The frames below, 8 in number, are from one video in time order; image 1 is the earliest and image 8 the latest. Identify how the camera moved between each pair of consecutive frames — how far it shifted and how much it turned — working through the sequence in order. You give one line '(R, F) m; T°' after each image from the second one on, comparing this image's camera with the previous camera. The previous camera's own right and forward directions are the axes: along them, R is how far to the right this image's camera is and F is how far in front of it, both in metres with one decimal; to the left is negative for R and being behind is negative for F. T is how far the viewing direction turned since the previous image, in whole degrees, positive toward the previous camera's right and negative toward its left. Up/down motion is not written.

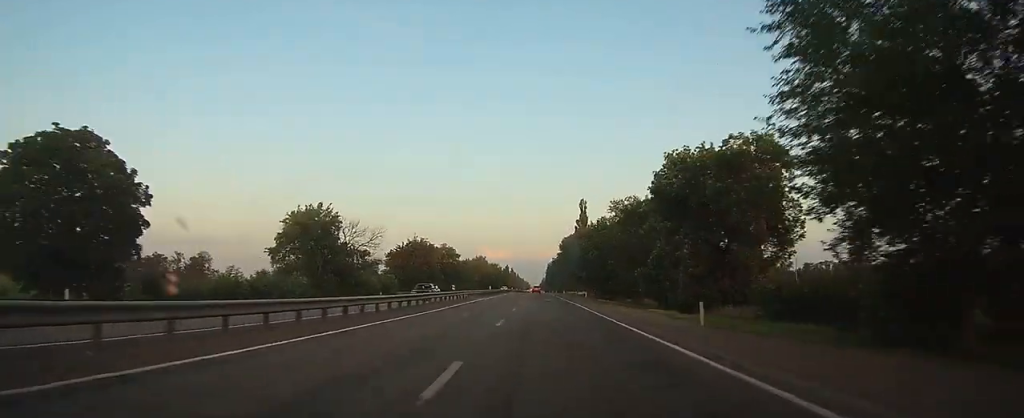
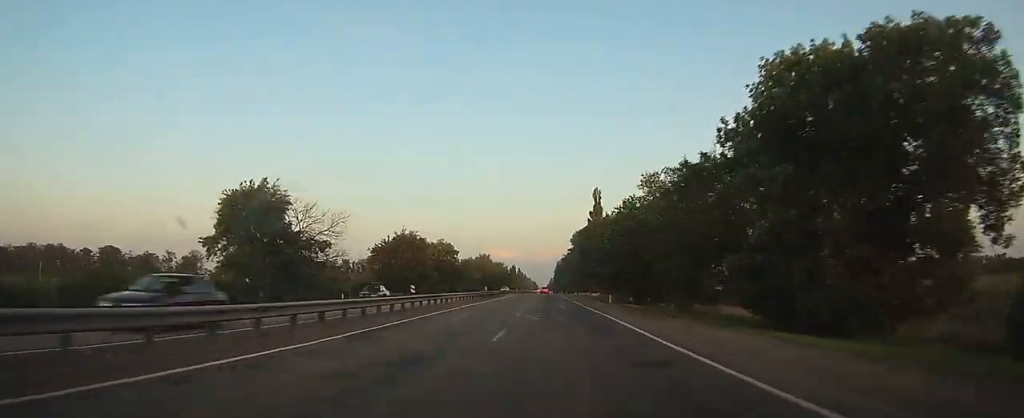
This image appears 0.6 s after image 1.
(0.0, +16.9) m; 0°
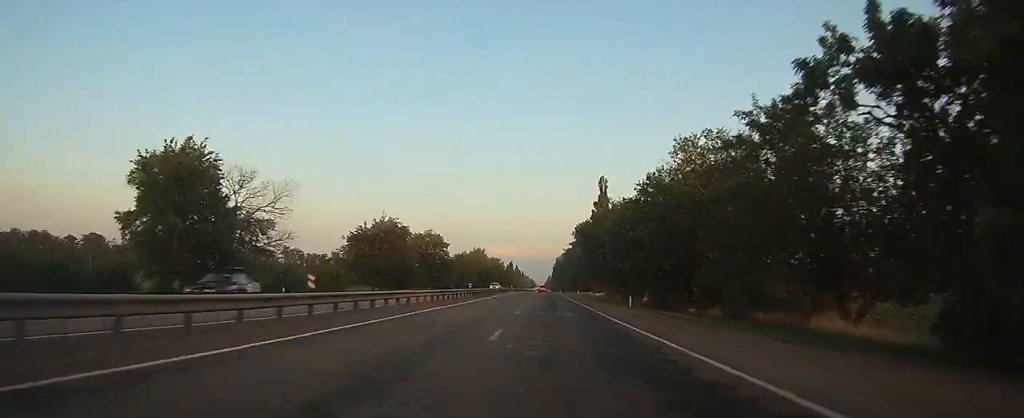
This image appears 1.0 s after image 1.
(-0.1, +12.9) m; 0°
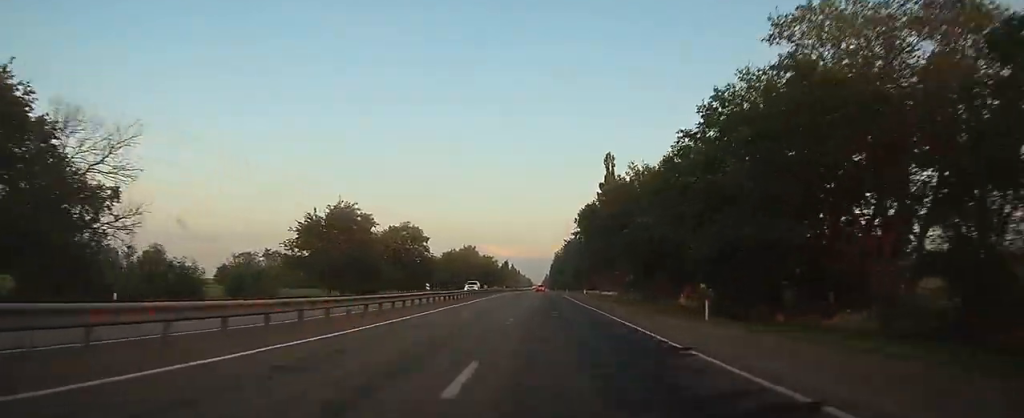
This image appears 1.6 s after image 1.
(-0.1, +18.8) m; 0°
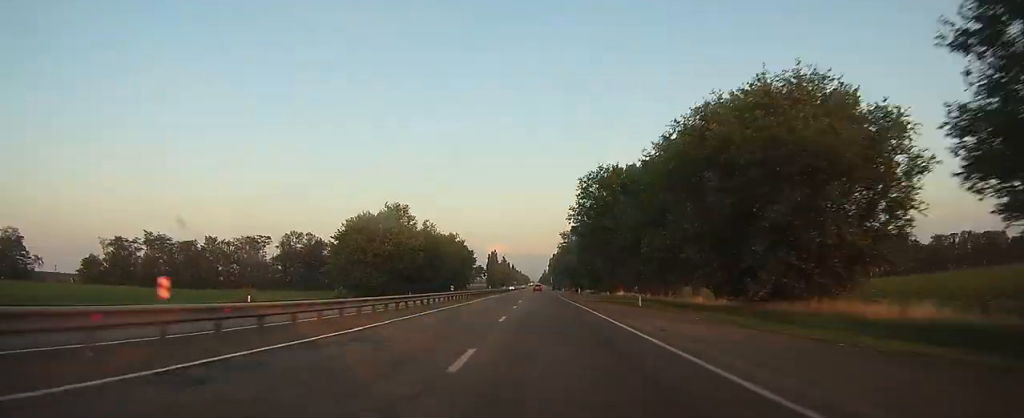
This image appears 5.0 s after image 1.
(-0.4, +96.7) m; 0°
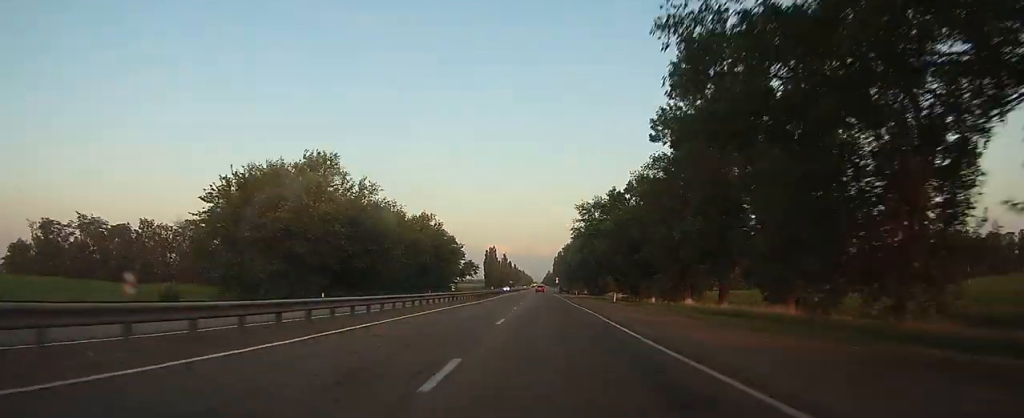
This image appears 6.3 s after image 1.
(0.0, +36.8) m; 0°
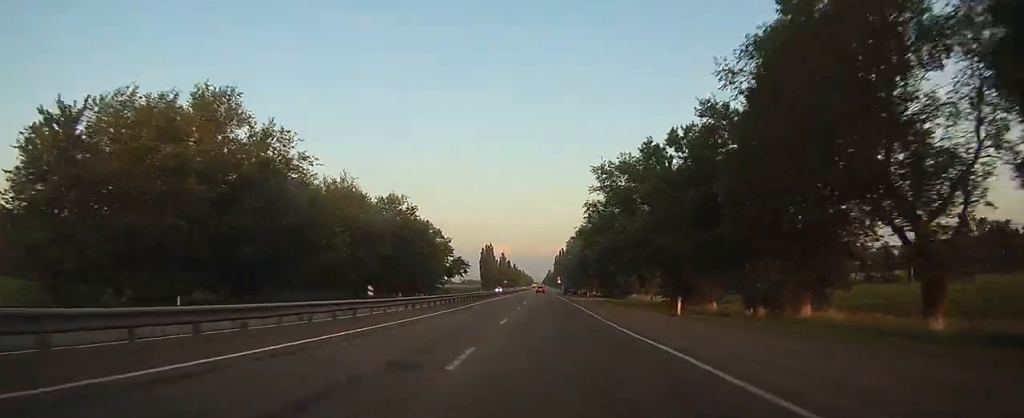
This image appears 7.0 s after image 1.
(0.0, +21.7) m; 0°
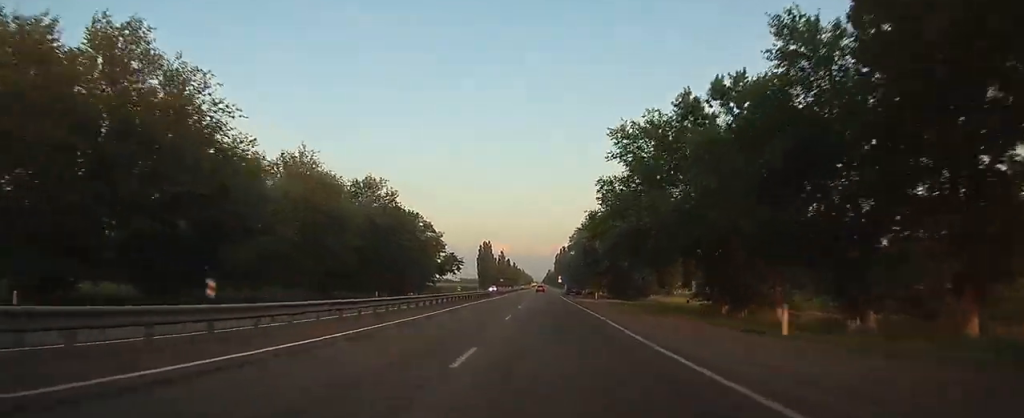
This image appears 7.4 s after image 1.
(0.0, +11.3) m; 0°
